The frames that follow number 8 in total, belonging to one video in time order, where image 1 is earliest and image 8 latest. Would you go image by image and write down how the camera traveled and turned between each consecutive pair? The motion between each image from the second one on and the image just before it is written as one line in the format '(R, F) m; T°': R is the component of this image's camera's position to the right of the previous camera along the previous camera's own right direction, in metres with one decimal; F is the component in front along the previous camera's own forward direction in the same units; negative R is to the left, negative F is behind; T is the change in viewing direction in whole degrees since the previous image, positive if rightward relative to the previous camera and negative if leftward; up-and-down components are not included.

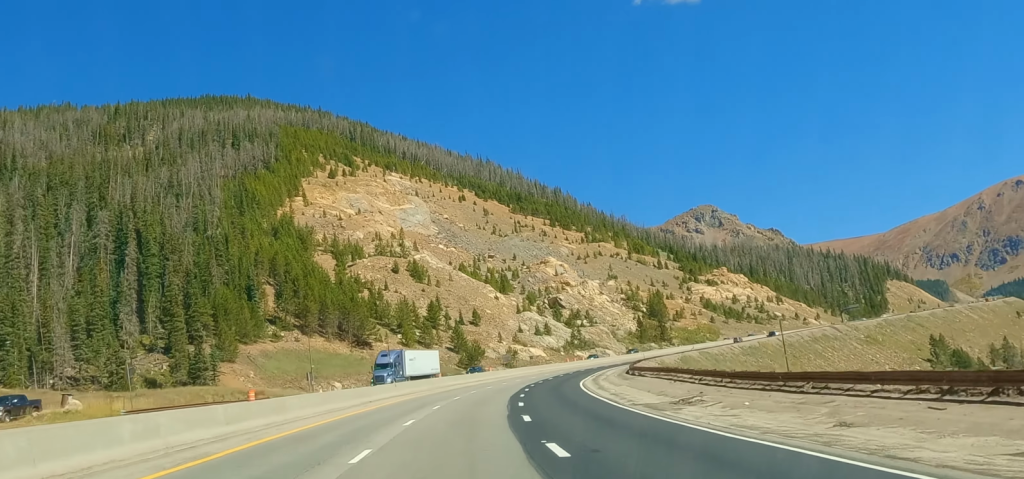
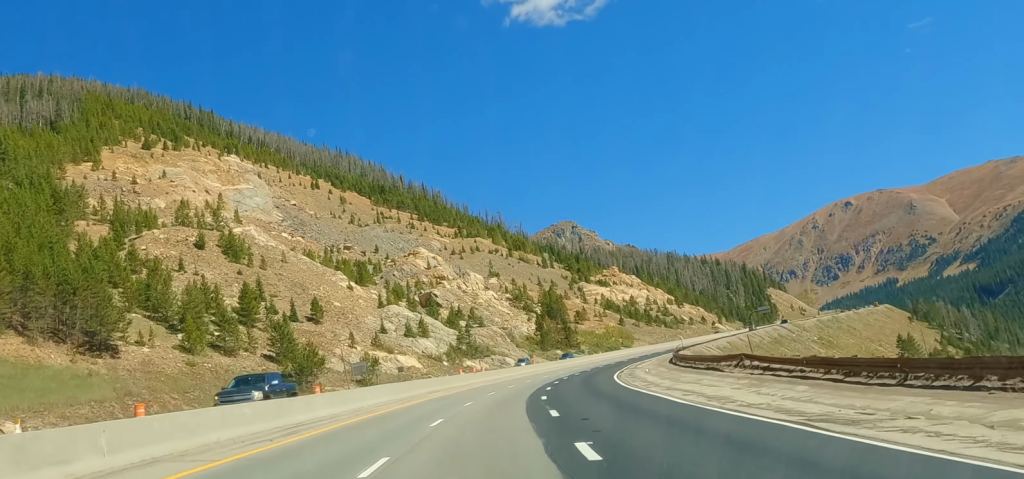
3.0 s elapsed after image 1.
(+9.7, +86.0) m; +11°
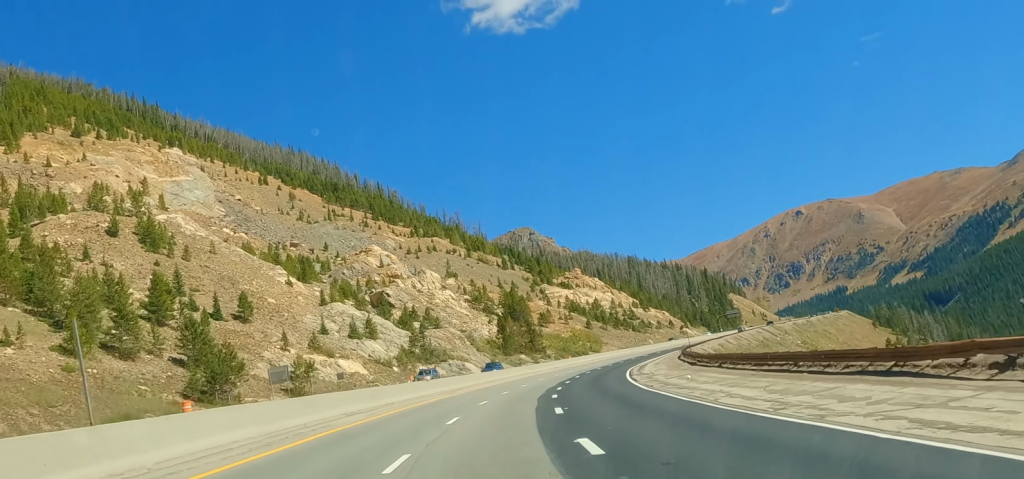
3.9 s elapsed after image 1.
(-0.3, +23.7) m; +3°
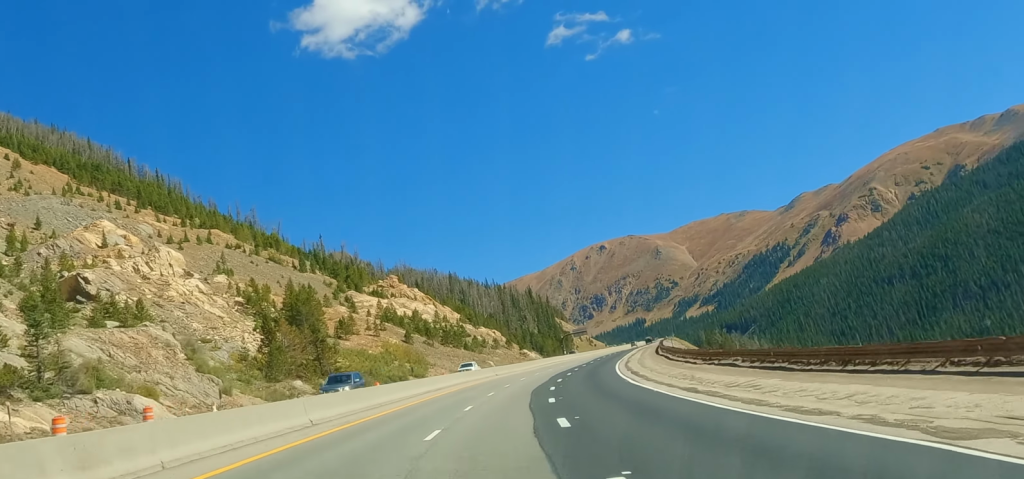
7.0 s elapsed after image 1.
(+9.2, +88.6) m; +10°
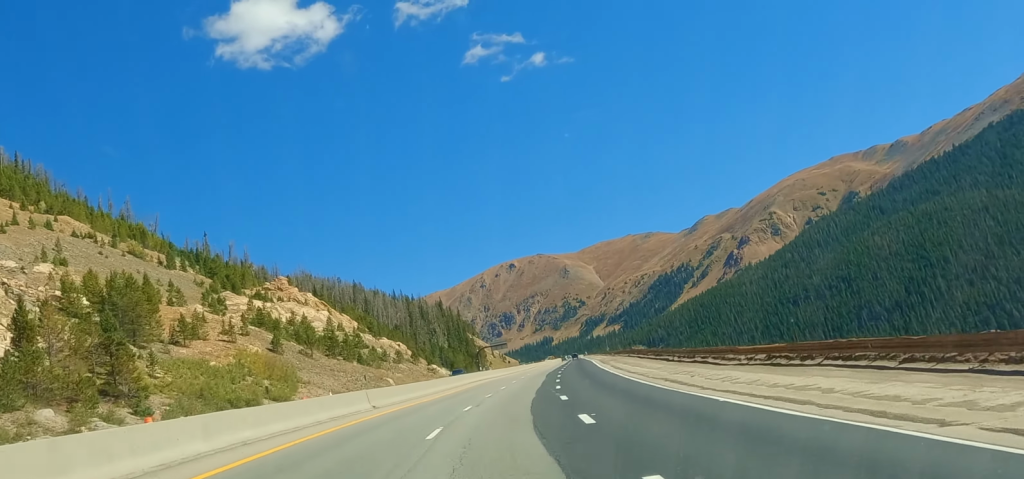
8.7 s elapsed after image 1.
(+2.2, +48.6) m; +5°
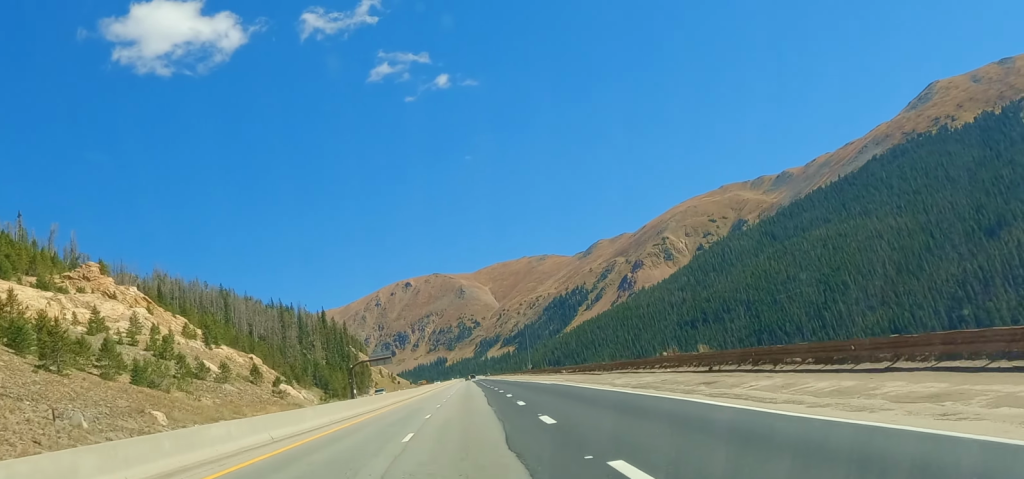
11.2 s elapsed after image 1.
(+3.7, +71.3) m; +4°
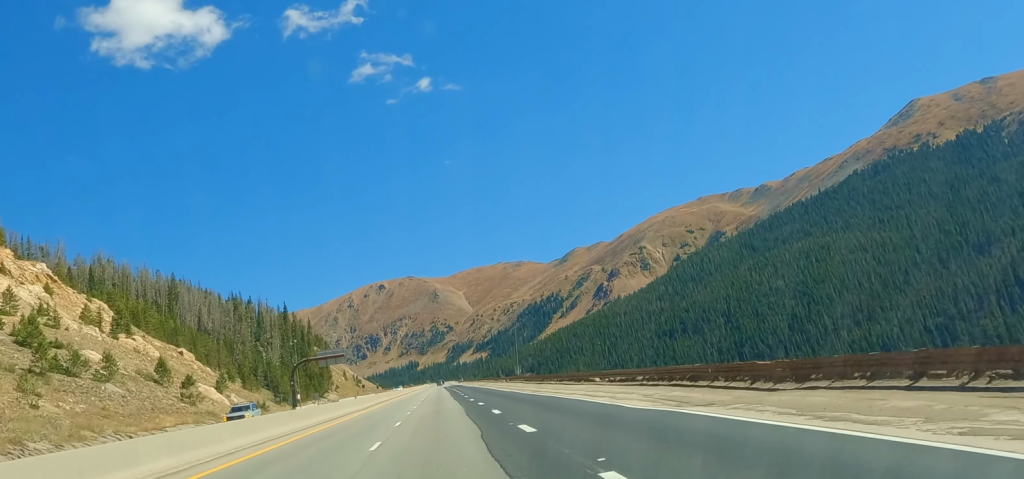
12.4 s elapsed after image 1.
(+0.4, +37.0) m; +1°
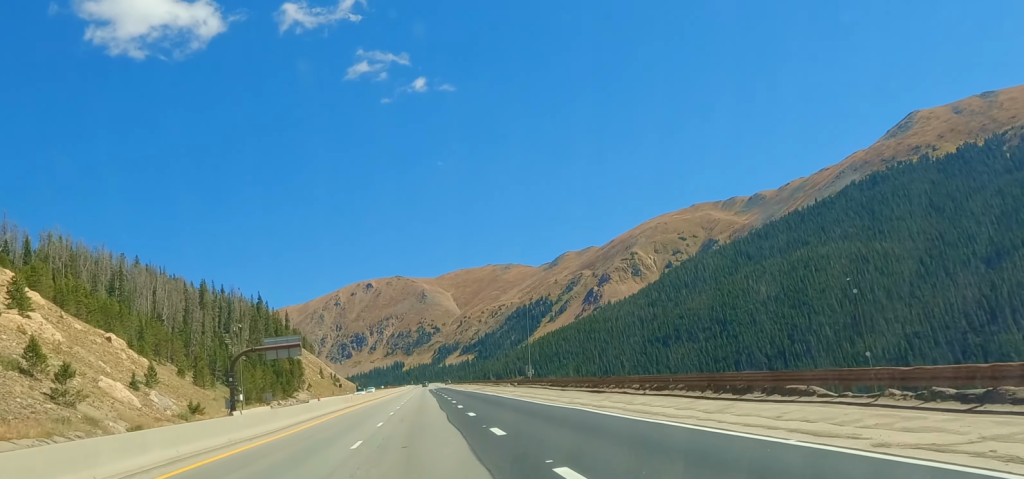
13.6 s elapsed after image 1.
(0.0, +35.2) m; 0°
